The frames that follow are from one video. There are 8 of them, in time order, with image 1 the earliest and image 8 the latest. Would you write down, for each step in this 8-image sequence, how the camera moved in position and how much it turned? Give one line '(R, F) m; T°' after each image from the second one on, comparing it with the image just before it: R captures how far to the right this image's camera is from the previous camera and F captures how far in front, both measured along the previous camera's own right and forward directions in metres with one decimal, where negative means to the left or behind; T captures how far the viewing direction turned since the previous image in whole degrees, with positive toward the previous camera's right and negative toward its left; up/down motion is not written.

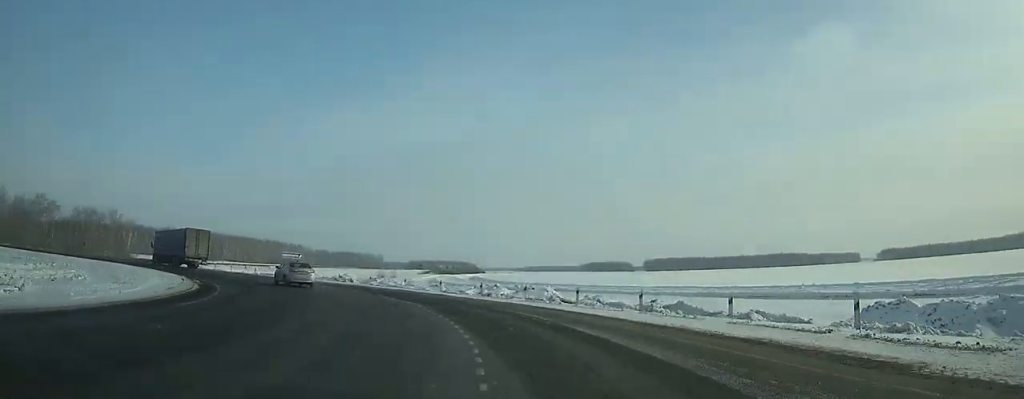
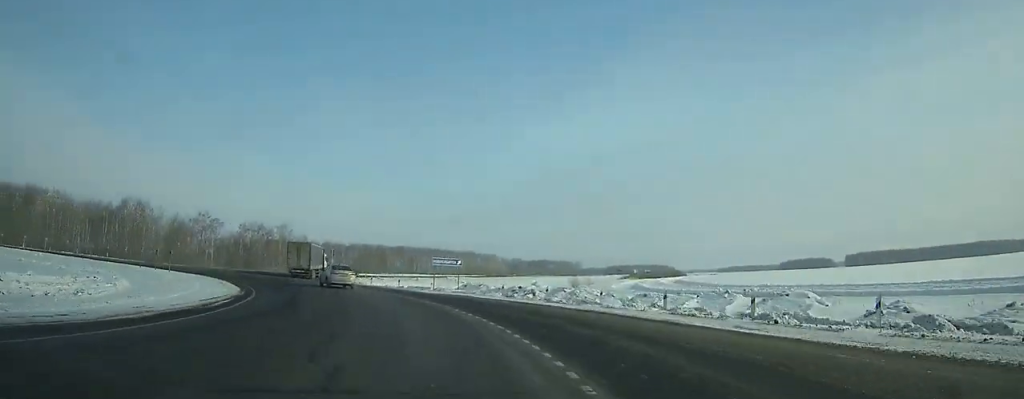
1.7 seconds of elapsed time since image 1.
(-2.6, +18.4) m; -13°
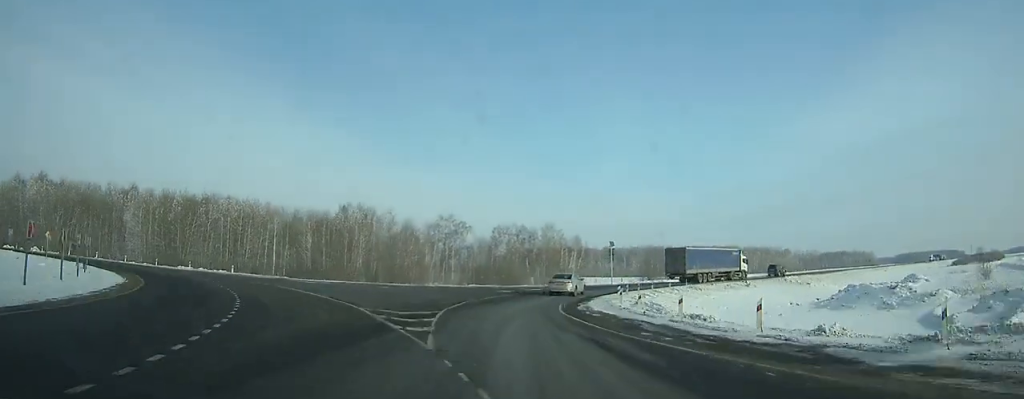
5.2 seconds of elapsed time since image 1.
(-6.5, +41.9) m; -2°
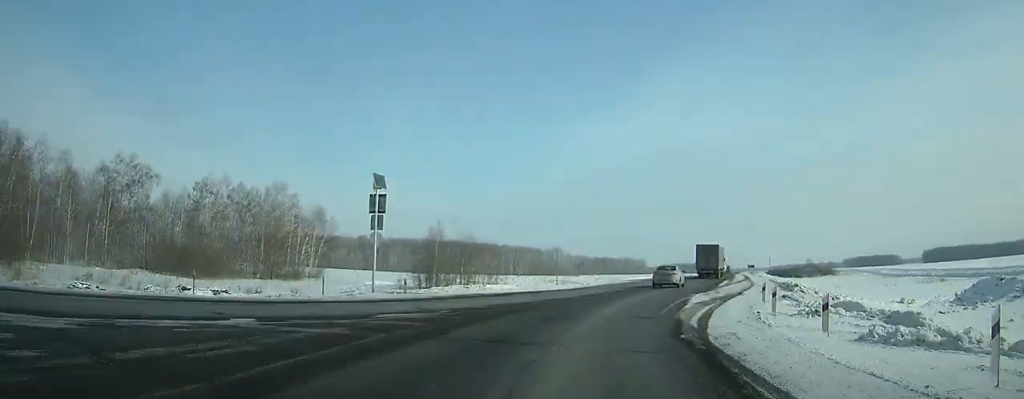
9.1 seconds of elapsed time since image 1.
(+9.3, +49.0) m; +23°
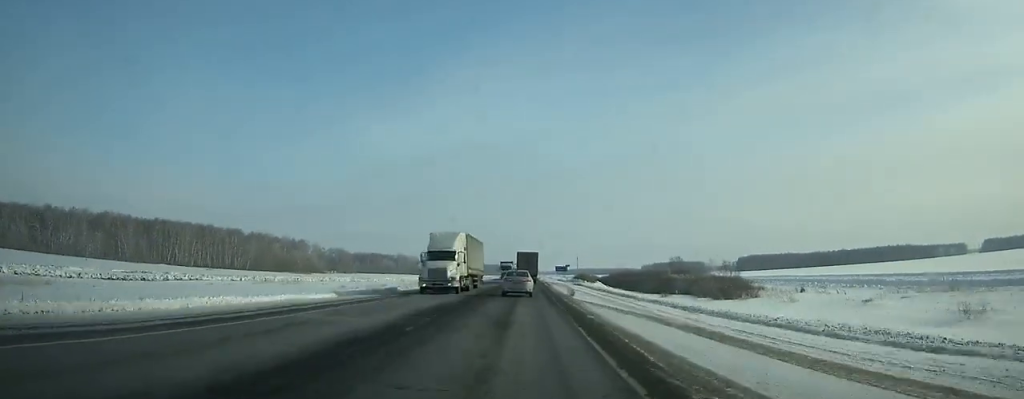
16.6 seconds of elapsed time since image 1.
(+17.3, +109.6) m; +9°
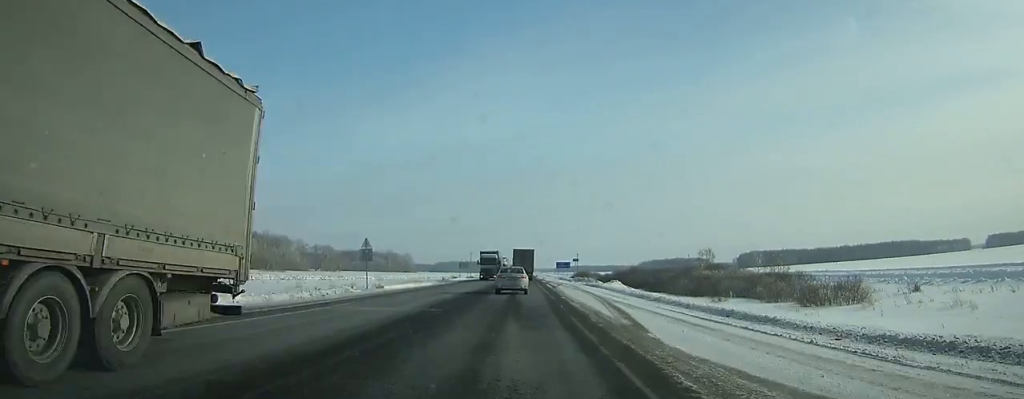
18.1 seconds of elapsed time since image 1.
(0.0, +23.6) m; 0°
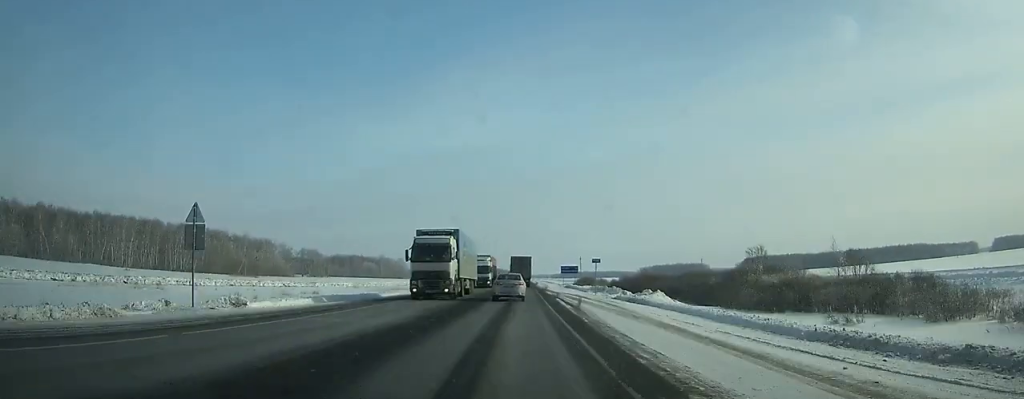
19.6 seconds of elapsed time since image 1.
(0.0, +24.0) m; 0°
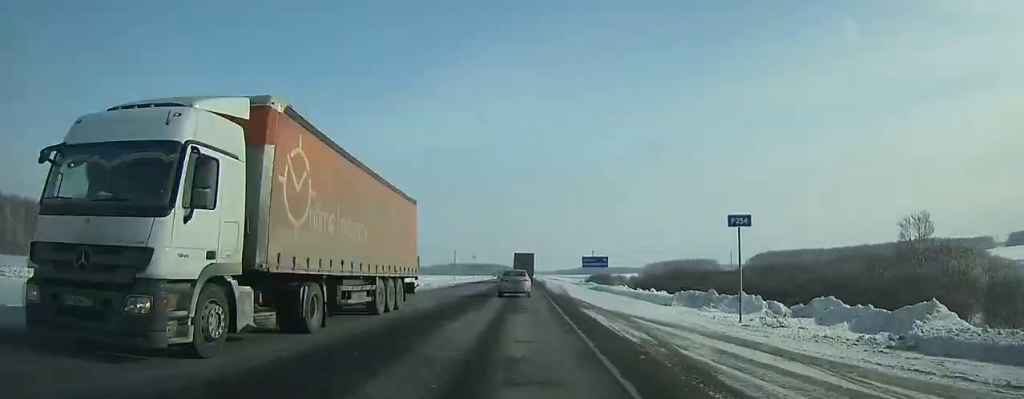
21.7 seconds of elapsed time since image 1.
(0.0, +34.0) m; 0°
